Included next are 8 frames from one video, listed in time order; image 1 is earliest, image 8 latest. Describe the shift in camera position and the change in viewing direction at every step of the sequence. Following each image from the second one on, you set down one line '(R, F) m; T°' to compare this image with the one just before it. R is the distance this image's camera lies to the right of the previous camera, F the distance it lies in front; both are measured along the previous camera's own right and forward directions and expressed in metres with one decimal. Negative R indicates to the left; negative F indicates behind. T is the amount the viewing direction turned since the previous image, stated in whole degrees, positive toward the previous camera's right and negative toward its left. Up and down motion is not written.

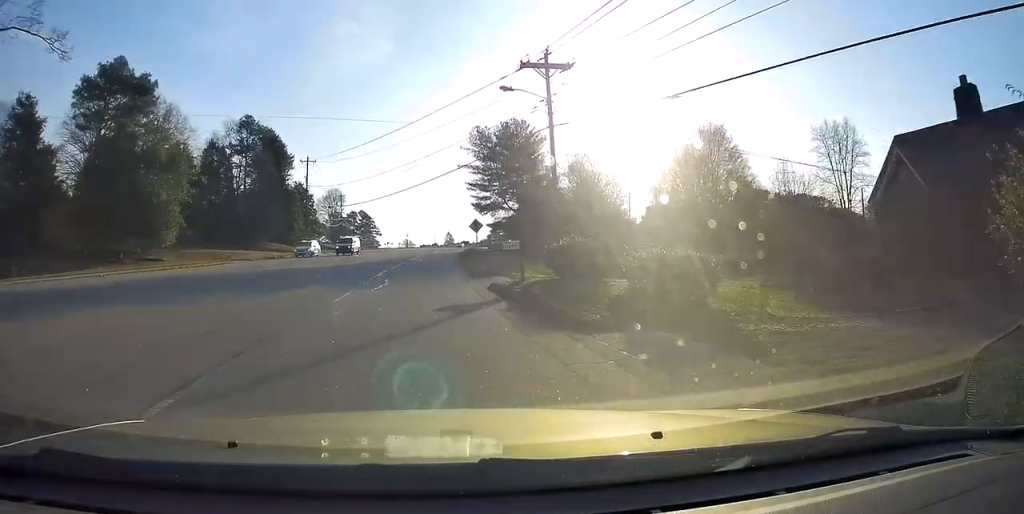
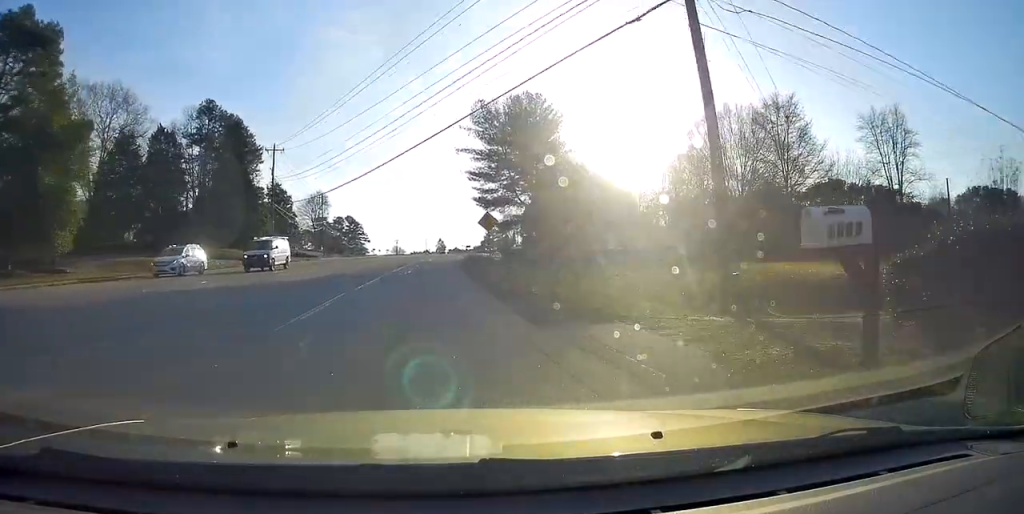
(0.0, +15.2) m; +1°
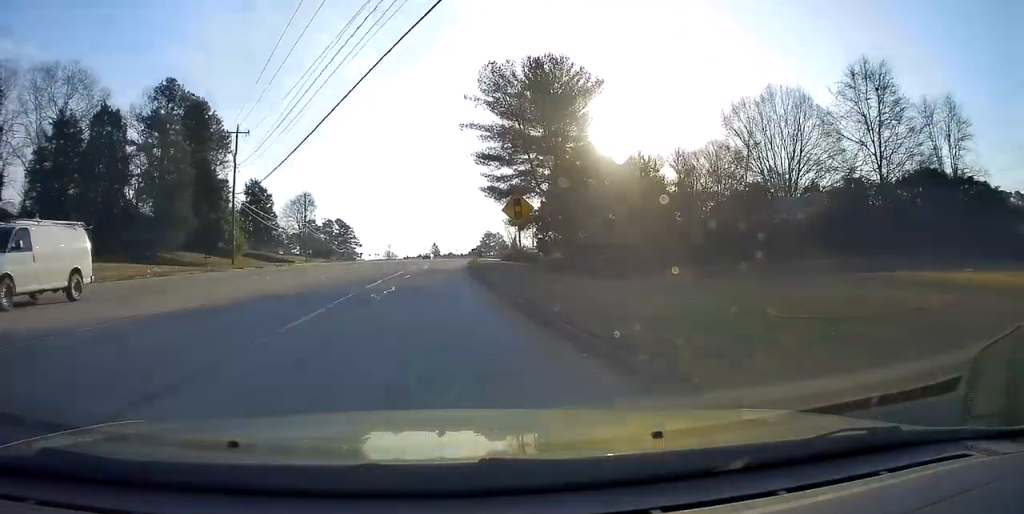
(+0.1, +12.8) m; +1°
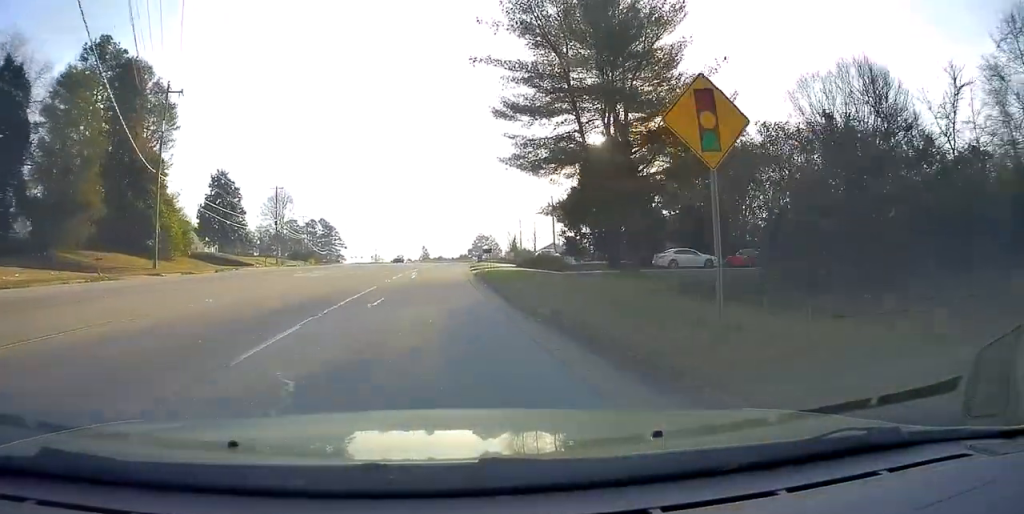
(+0.2, +15.7) m; +2°
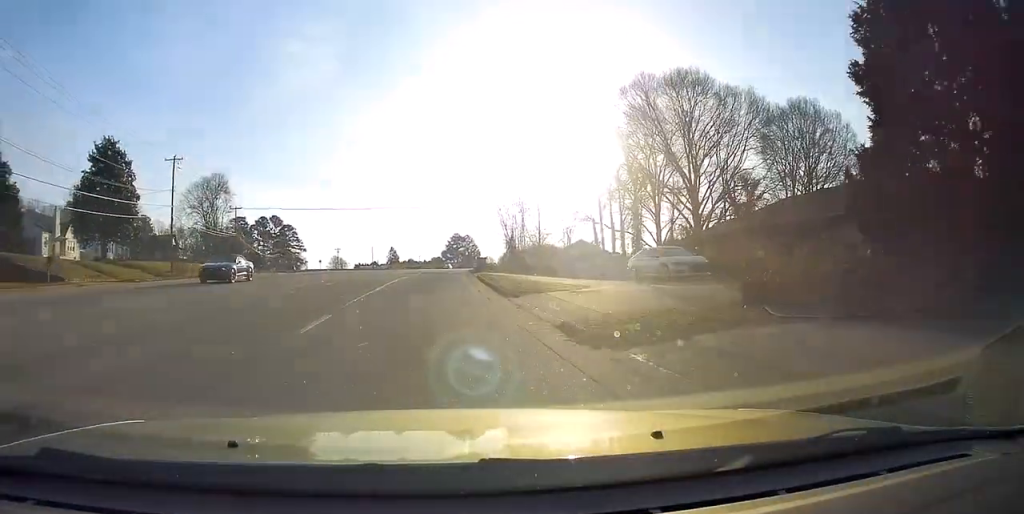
(+1.2, +33.9) m; +3°
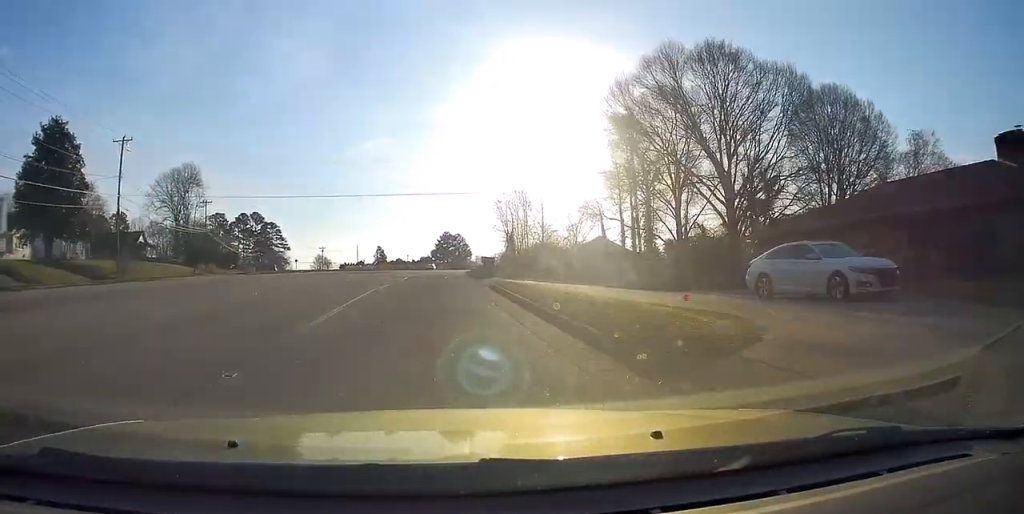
(0.0, +10.9) m; +1°
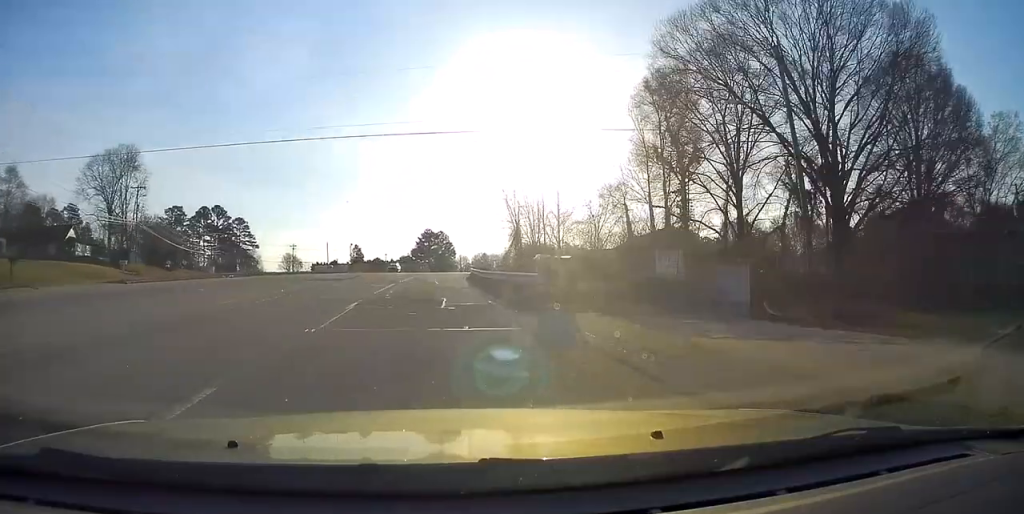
(+0.4, +20.3) m; +2°
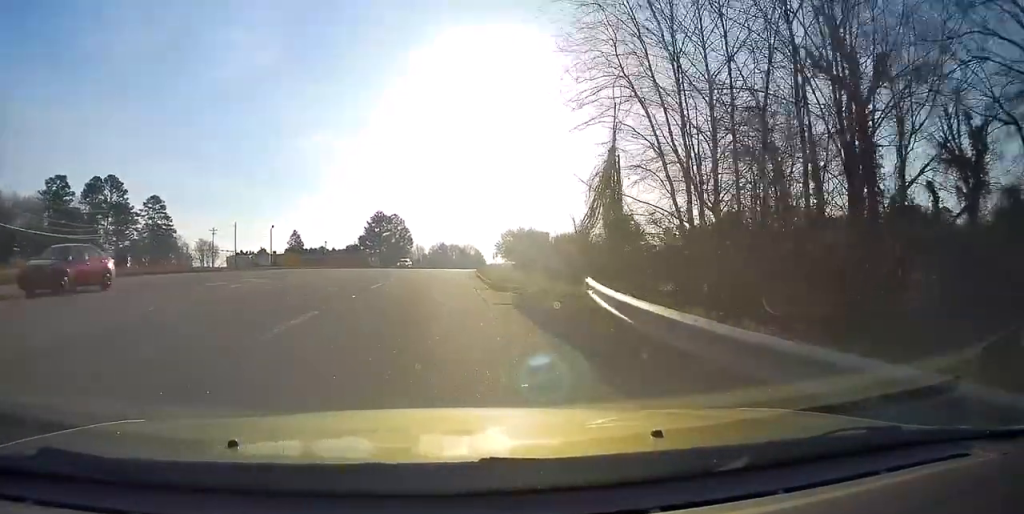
(+1.0, +41.8) m; +4°
